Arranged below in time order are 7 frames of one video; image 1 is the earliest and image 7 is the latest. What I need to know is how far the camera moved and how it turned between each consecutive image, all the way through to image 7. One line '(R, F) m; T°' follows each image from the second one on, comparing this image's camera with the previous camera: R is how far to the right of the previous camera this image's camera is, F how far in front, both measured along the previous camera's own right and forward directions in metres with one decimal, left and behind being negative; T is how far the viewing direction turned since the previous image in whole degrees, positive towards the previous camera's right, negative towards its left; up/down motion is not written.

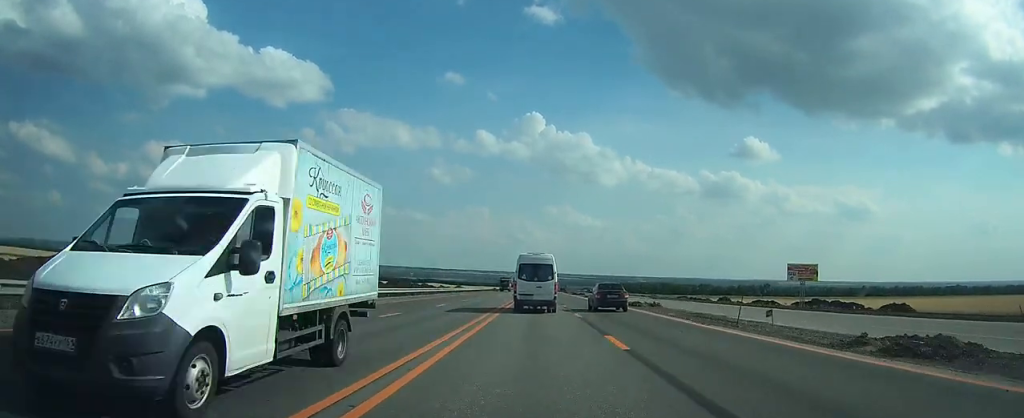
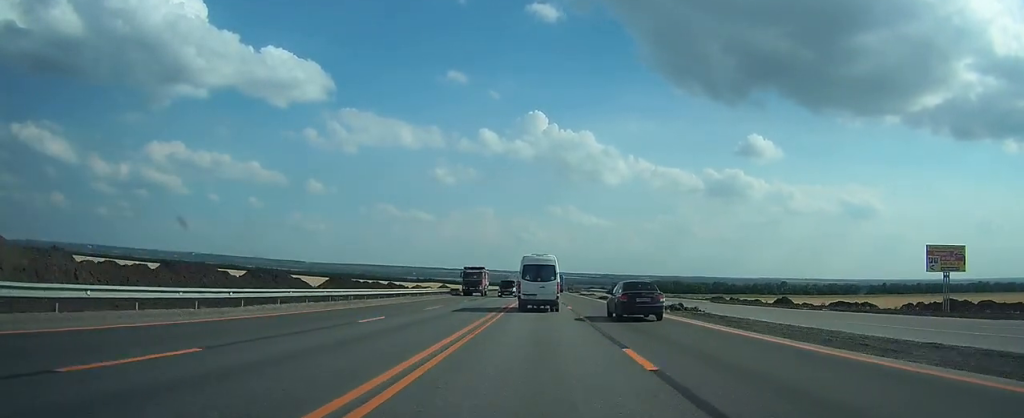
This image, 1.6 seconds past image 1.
(-0.2, +39.8) m; -1°
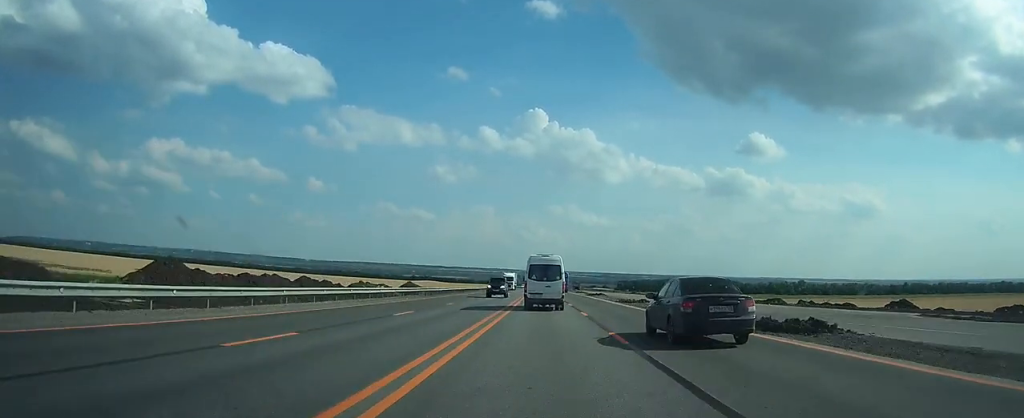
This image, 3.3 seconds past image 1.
(-0.2, +44.4) m; 0°
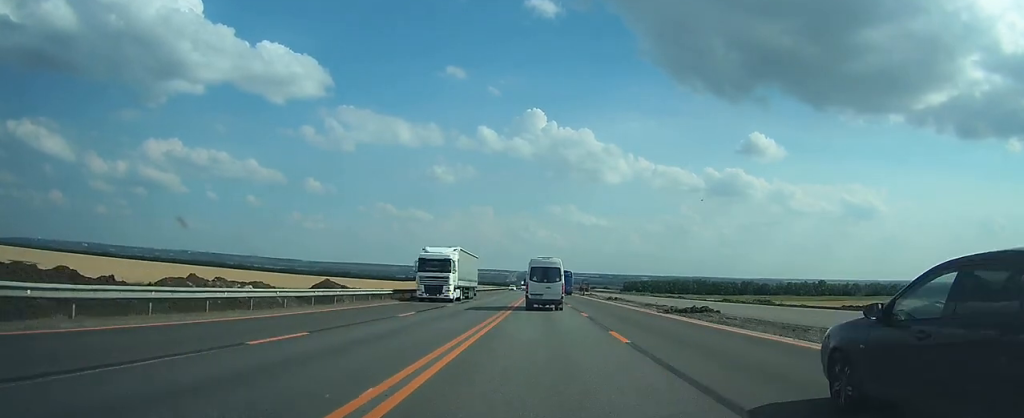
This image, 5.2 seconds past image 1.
(-0.1, +47.6) m; 0°
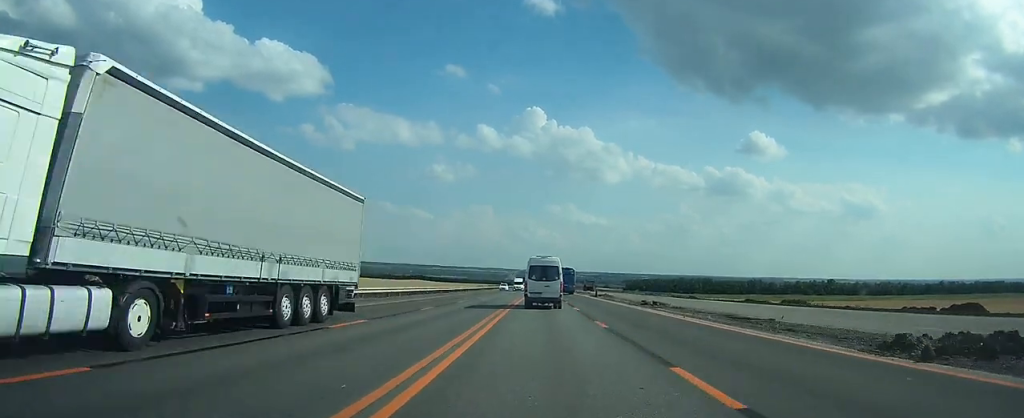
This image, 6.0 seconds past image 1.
(0.0, +19.2) m; 0°
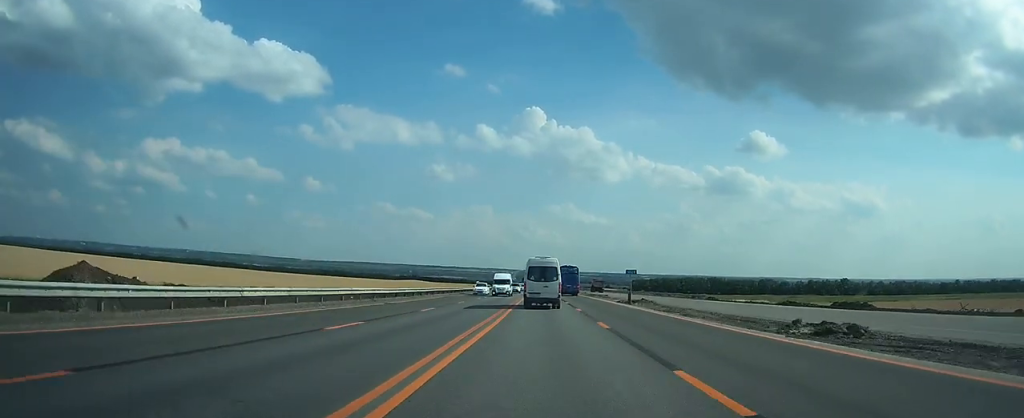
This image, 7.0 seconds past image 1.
(+0.2, +24.2) m; 0°
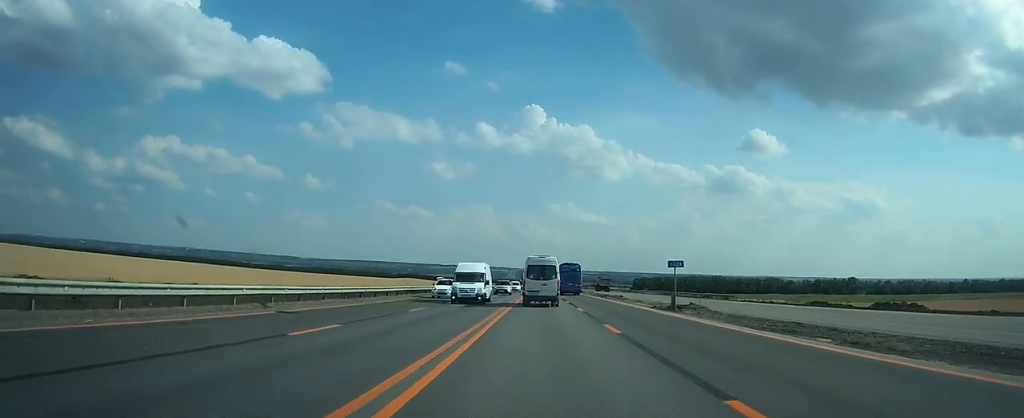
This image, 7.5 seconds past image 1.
(0.0, +14.3) m; 0°
